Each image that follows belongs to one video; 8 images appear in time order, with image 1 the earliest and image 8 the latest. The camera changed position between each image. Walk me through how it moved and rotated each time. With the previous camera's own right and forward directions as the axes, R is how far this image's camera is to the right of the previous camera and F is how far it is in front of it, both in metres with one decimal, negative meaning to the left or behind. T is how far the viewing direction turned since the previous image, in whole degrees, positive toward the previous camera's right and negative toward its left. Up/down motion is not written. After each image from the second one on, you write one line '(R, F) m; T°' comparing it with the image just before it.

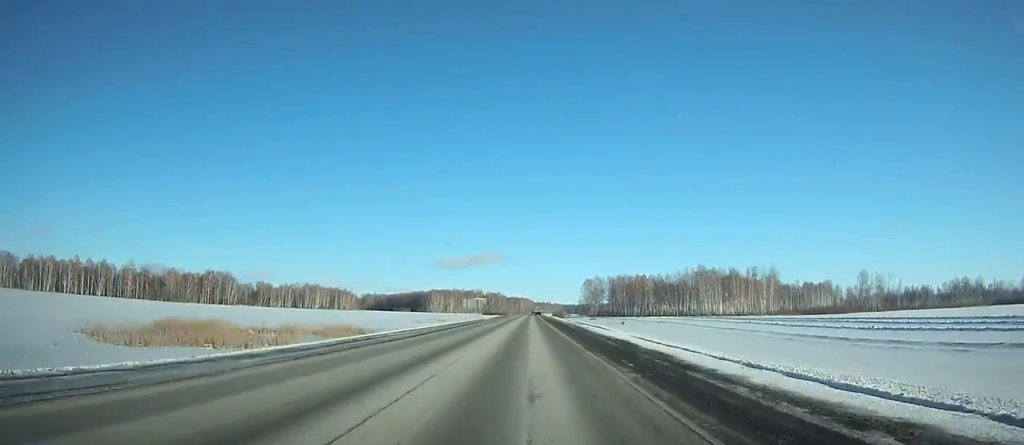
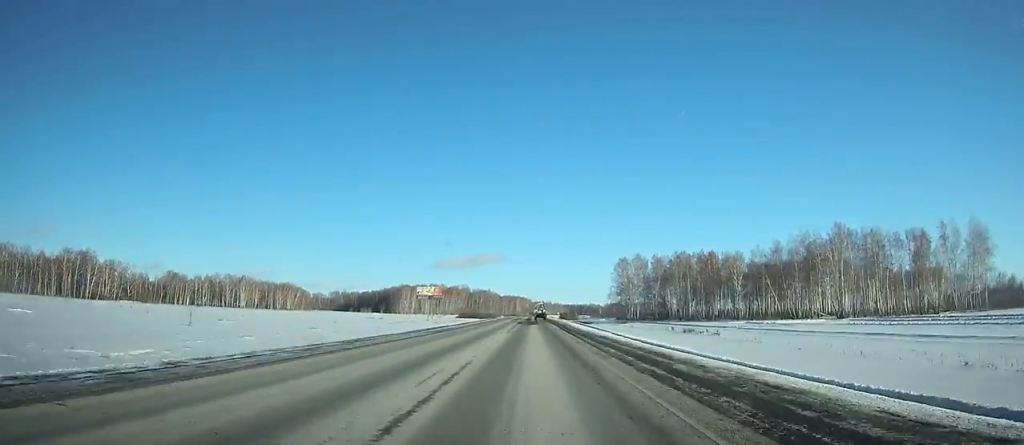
(0.0, +137.3) m; 0°
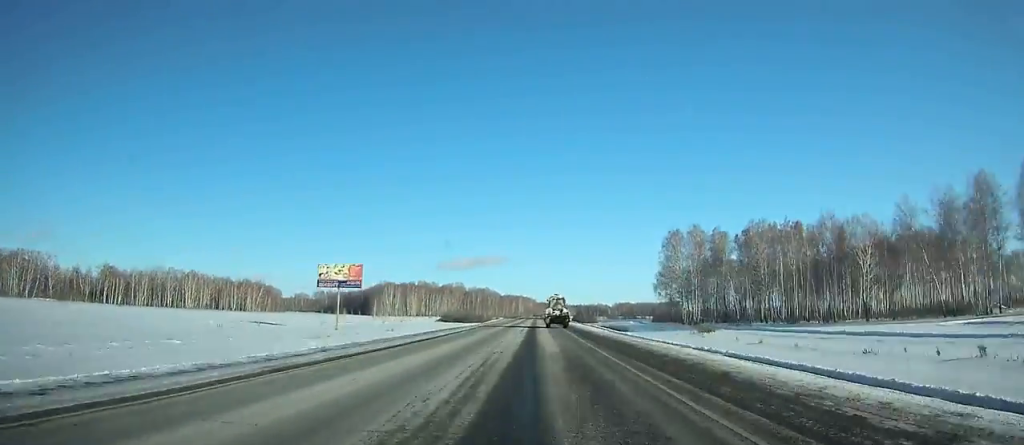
(-0.2, +69.8) m; 0°
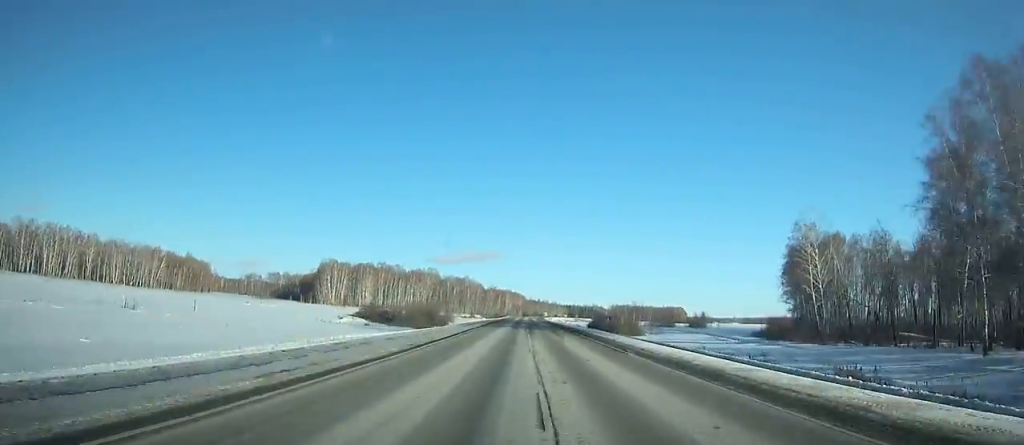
(+0.3, +97.4) m; +1°
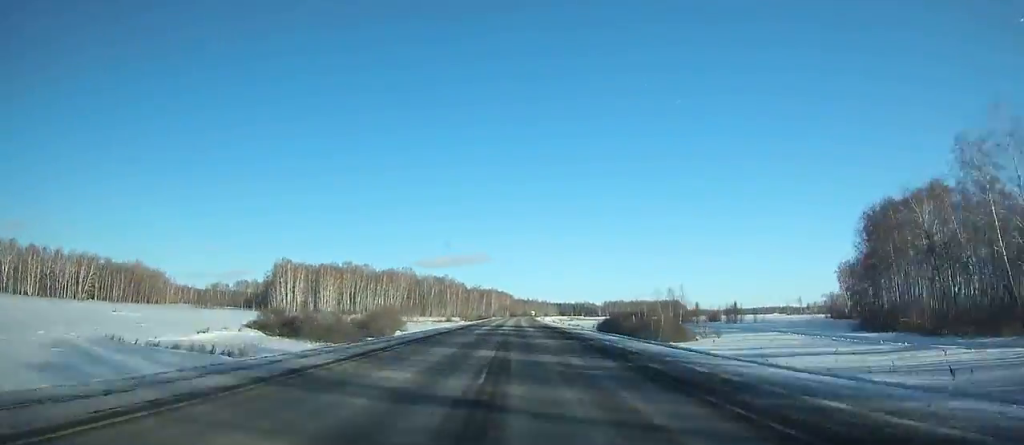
(+0.1, +40.4) m; 0°
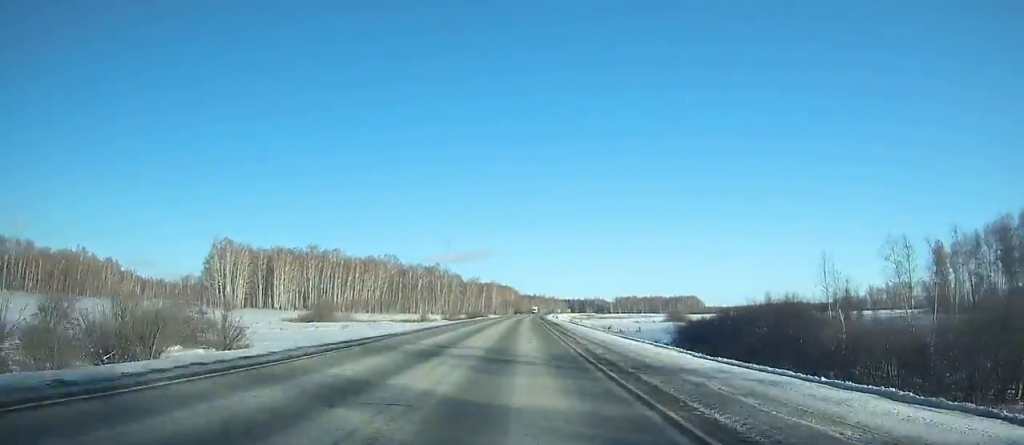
(+0.3, +52.4) m; 0°
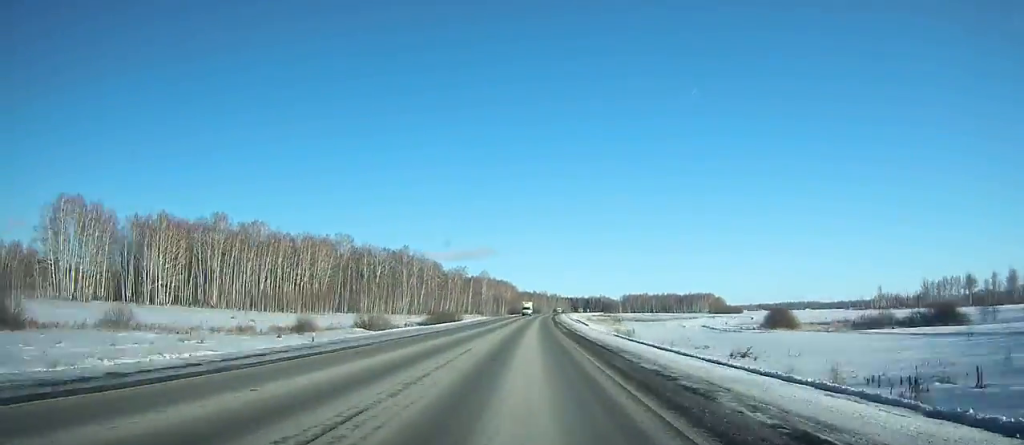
(+0.1, +70.4) m; +1°
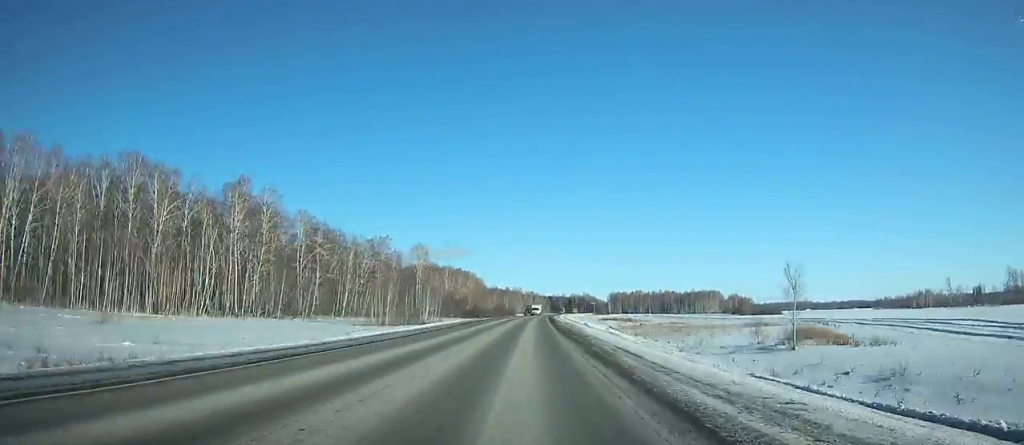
(+1.6, +110.5) m; +2°
